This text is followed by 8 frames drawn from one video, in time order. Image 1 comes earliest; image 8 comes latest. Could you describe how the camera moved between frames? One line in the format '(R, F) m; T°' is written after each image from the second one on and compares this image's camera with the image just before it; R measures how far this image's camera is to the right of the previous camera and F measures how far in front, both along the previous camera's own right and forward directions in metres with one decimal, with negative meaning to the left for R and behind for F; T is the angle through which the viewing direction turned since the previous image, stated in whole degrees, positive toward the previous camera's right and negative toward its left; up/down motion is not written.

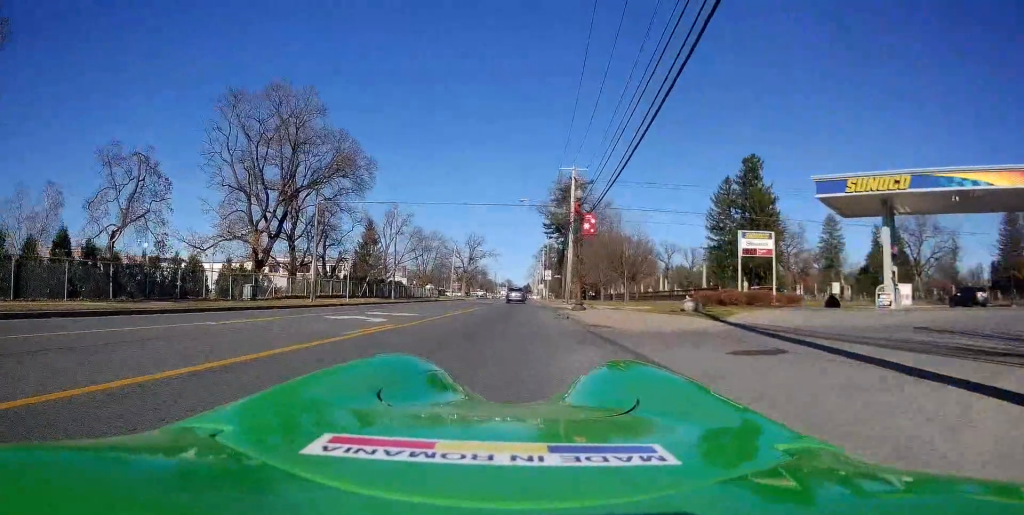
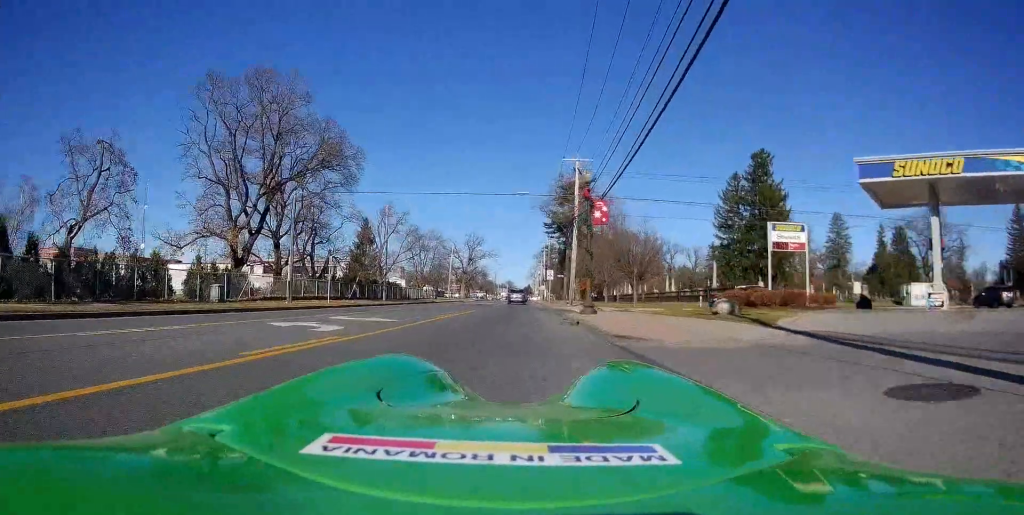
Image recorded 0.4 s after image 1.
(+0.1, +3.7) m; +1°
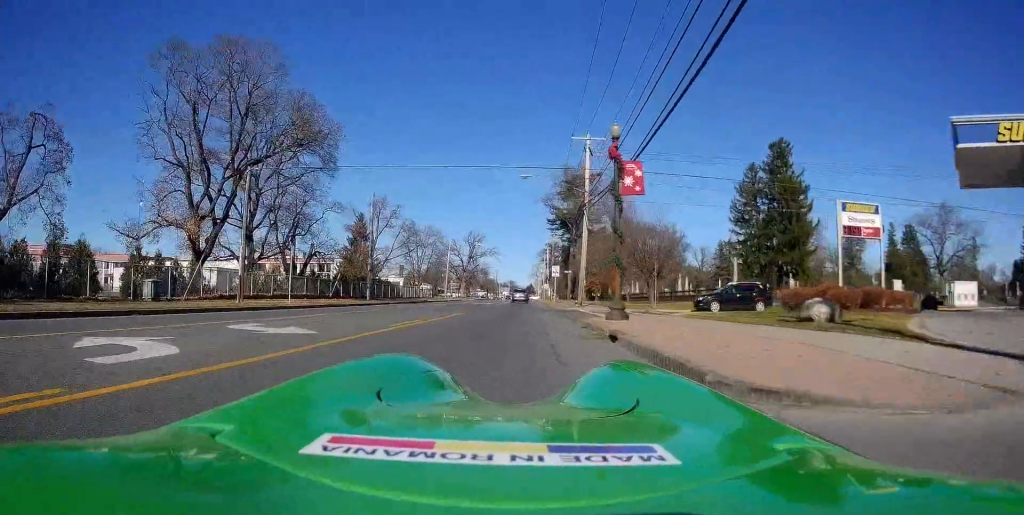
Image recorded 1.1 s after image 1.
(0.0, +6.2) m; 0°
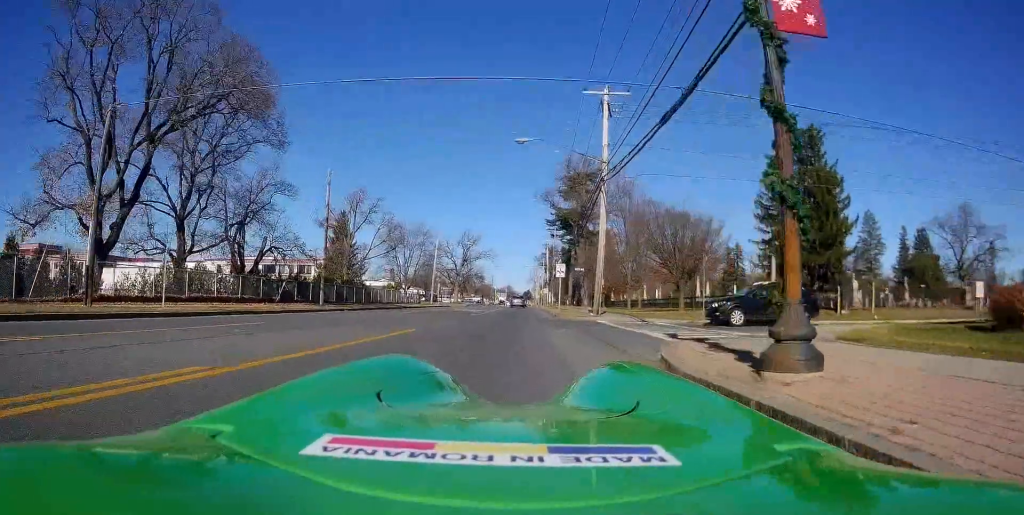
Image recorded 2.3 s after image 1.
(0.0, +10.5) m; -2°
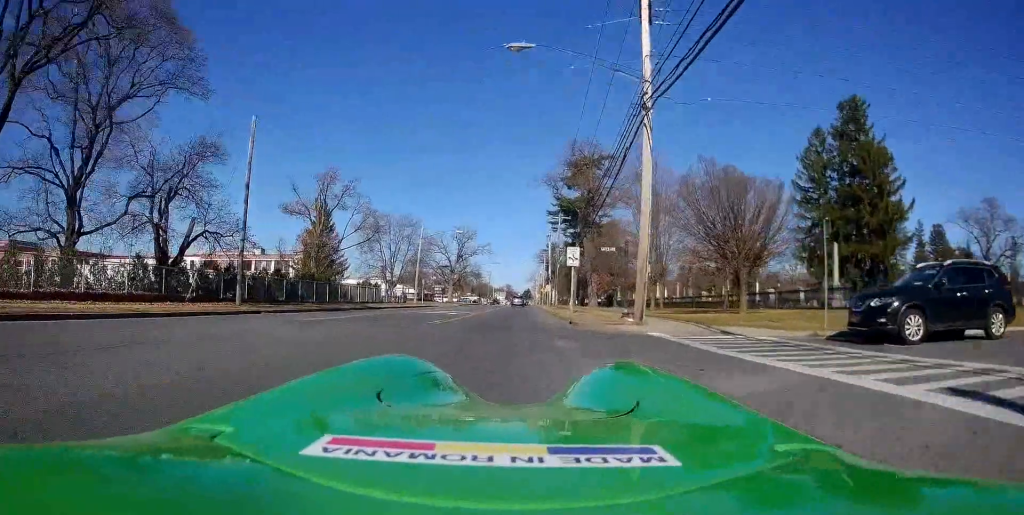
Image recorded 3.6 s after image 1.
(-0.4, +11.1) m; -1°
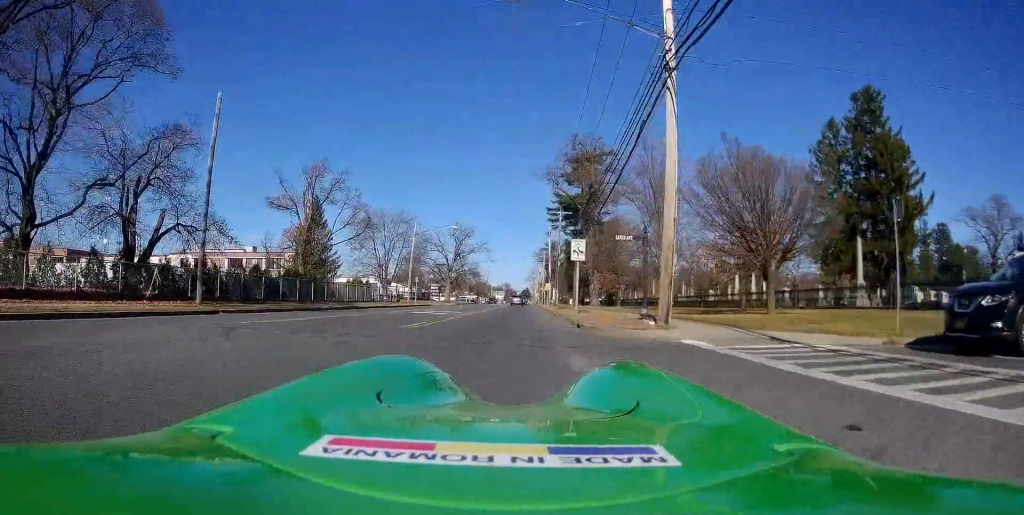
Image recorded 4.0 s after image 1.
(+0.1, +3.5) m; +1°
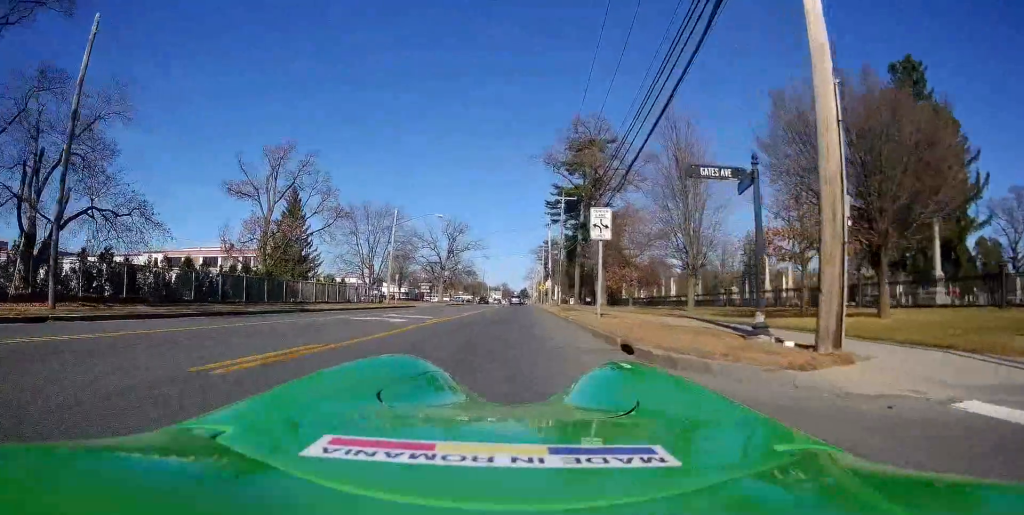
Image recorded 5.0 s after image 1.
(+0.2, +8.4) m; +1°
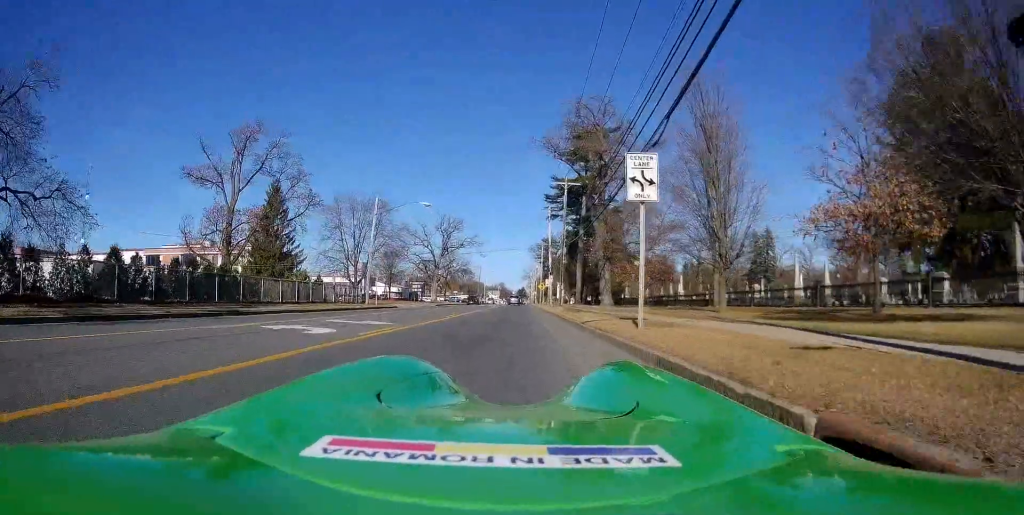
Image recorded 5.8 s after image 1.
(0.0, +6.3) m; 0°
